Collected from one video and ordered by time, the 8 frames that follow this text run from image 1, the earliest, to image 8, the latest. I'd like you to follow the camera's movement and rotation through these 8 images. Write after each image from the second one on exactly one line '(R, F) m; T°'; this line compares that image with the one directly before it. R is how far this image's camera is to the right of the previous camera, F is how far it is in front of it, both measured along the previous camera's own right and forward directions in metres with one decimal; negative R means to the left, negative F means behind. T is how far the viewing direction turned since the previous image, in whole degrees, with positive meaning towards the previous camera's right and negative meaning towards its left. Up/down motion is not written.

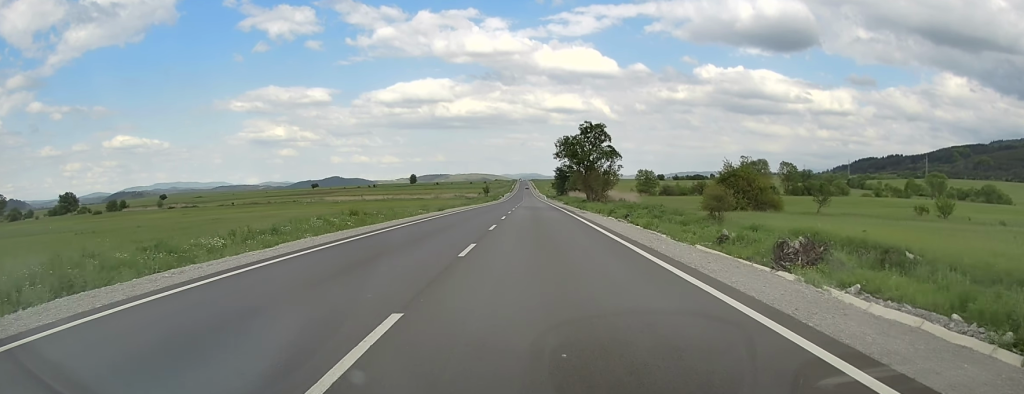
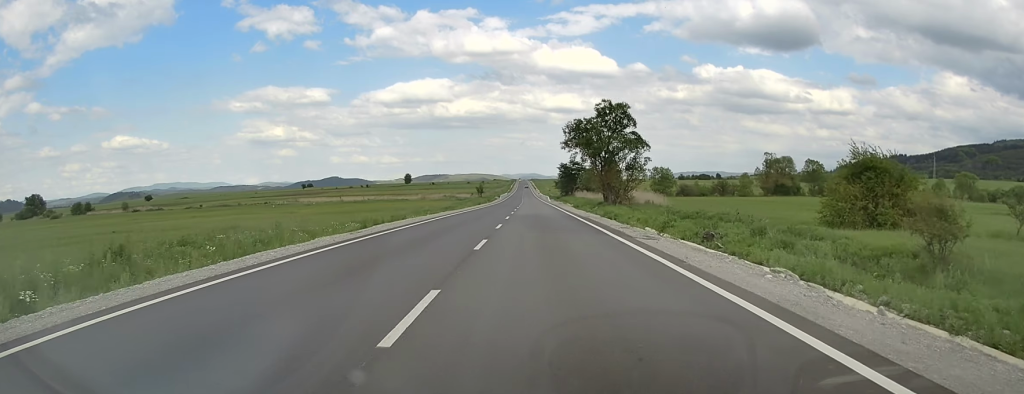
(0.0, +25.4) m; 0°
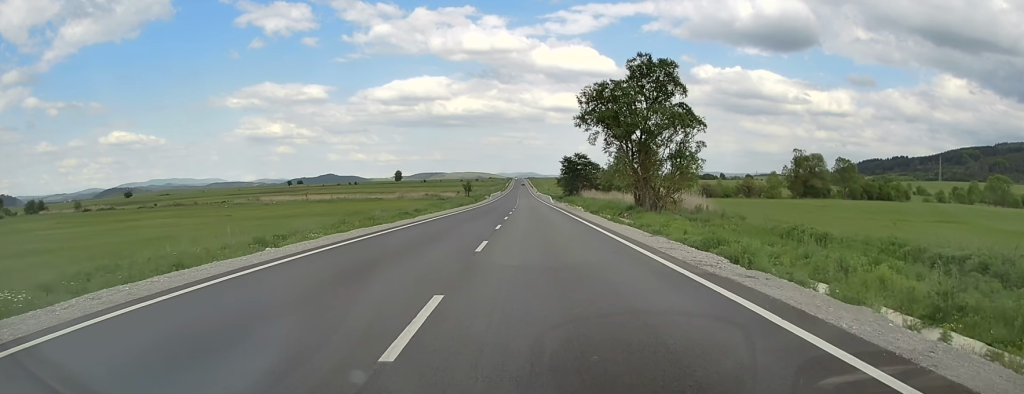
(0.0, +27.5) m; 0°
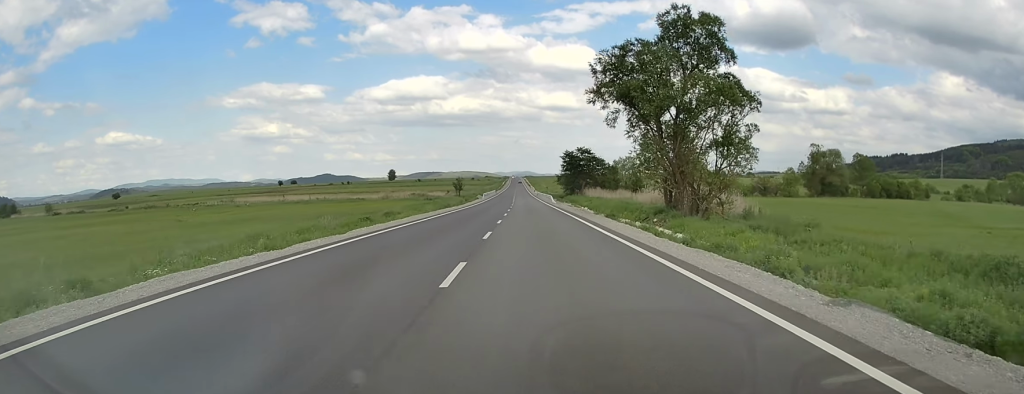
(-0.1, +14.3) m; 0°
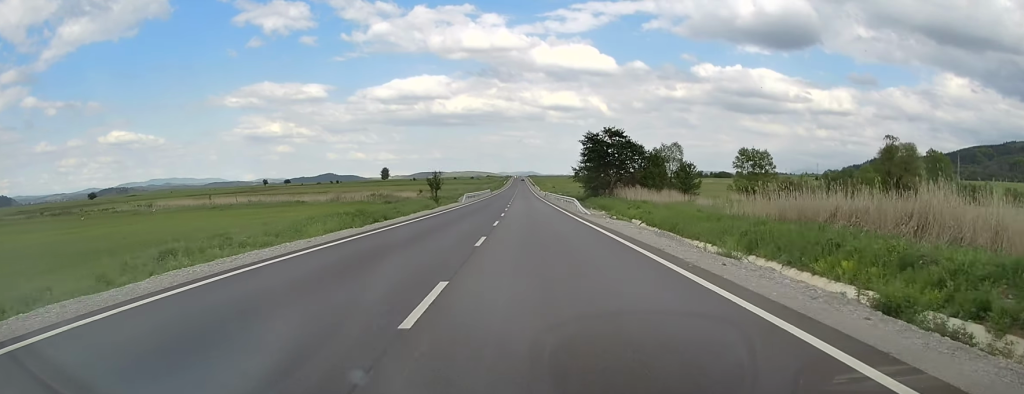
(+0.5, +38.8) m; 0°
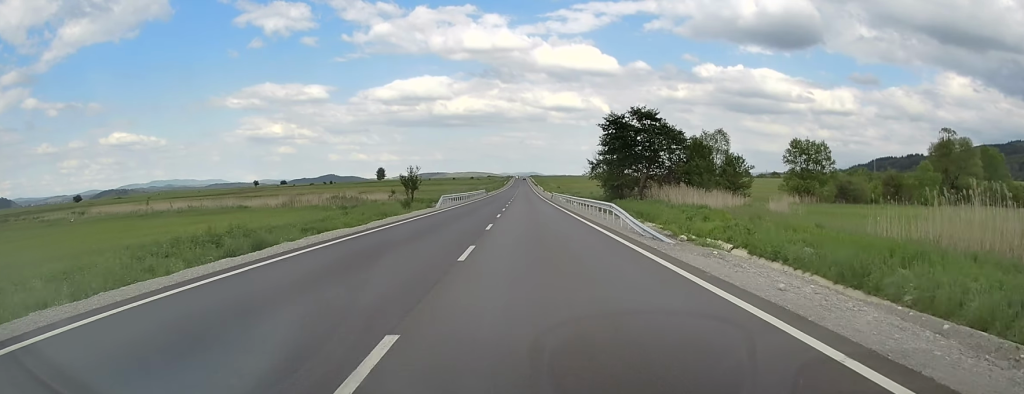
(-0.3, +21.4) m; -1°
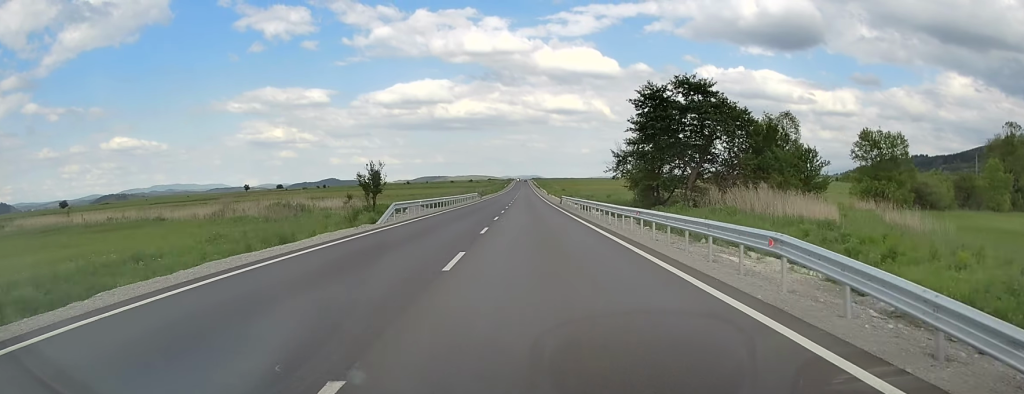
(0.0, +19.4) m; 0°
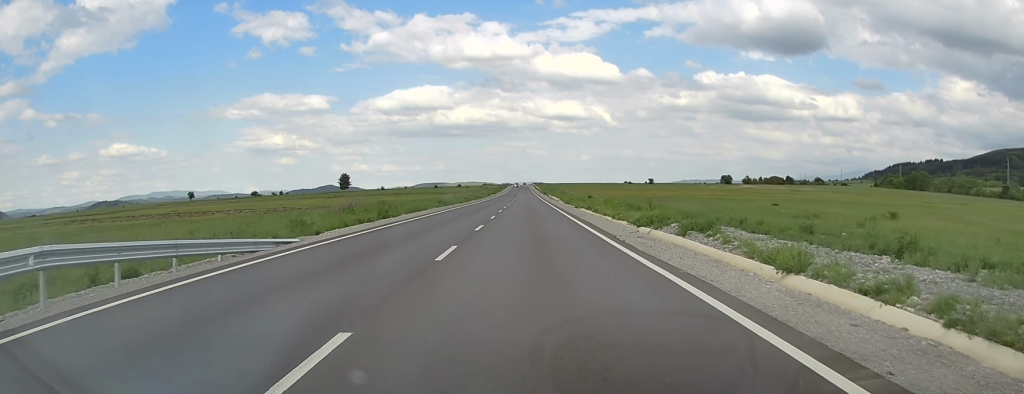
(0.0, +80.6) m; 0°
